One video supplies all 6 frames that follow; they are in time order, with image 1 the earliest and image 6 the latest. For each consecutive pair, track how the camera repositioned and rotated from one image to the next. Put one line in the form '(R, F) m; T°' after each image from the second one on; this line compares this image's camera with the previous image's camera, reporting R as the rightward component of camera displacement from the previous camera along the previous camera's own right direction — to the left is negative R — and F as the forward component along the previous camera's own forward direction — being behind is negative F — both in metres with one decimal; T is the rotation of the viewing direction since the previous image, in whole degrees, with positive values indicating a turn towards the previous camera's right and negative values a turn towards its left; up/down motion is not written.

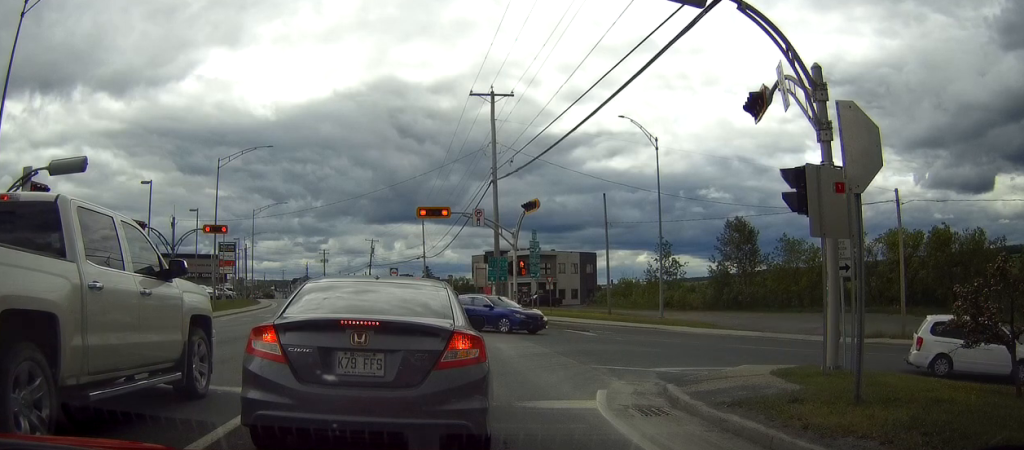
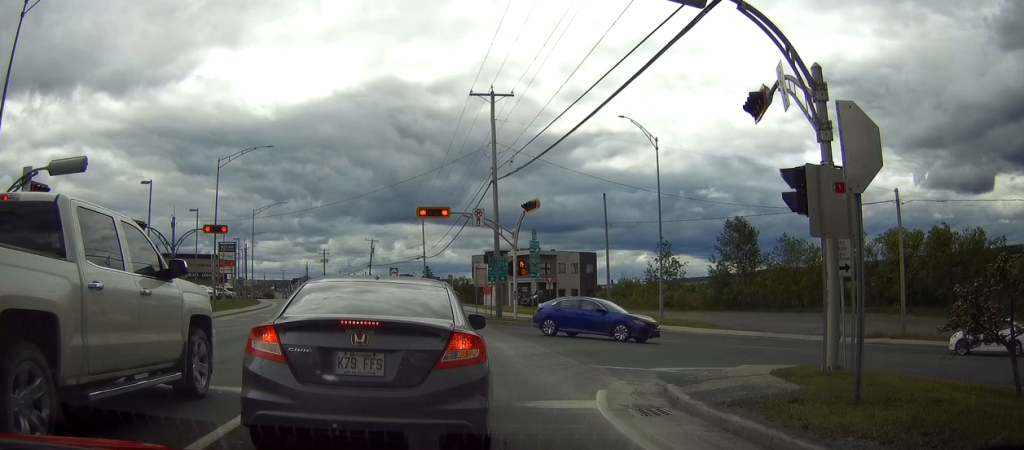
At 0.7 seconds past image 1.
(0.0, 0.0) m; 0°
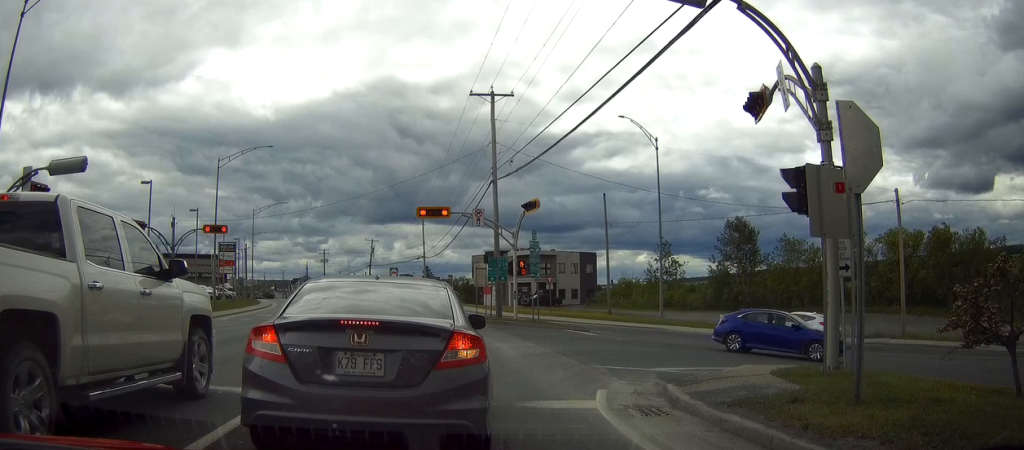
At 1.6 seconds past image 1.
(0.0, 0.0) m; 0°
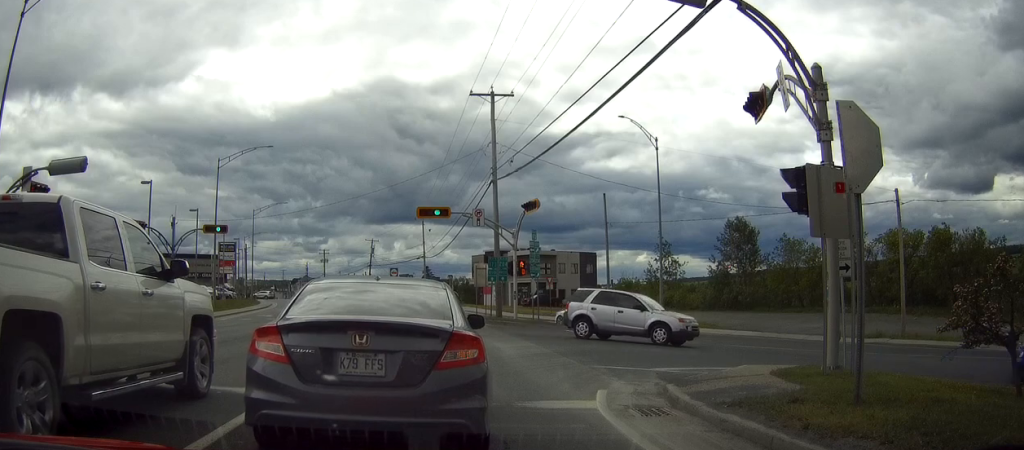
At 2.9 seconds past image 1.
(0.0, 0.0) m; 0°
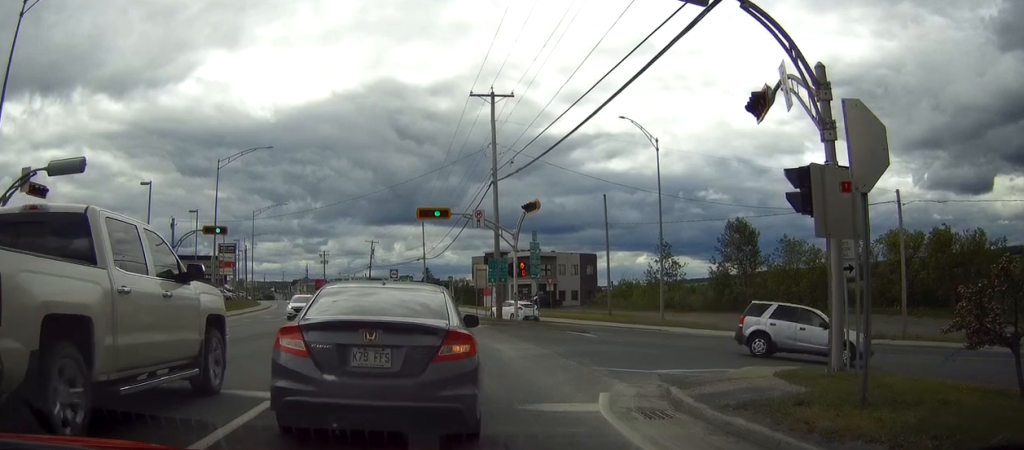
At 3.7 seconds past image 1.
(0.0, 0.0) m; 0°
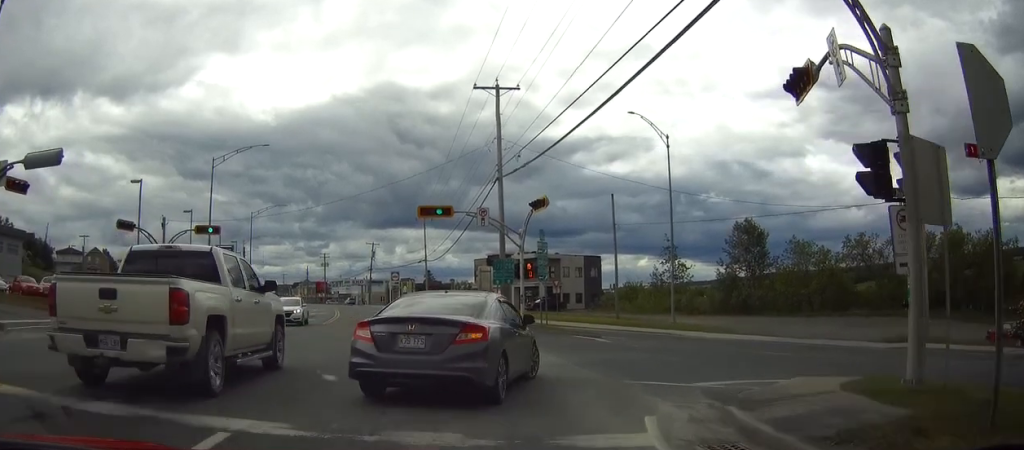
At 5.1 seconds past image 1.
(0.0, +2.0) m; 0°
